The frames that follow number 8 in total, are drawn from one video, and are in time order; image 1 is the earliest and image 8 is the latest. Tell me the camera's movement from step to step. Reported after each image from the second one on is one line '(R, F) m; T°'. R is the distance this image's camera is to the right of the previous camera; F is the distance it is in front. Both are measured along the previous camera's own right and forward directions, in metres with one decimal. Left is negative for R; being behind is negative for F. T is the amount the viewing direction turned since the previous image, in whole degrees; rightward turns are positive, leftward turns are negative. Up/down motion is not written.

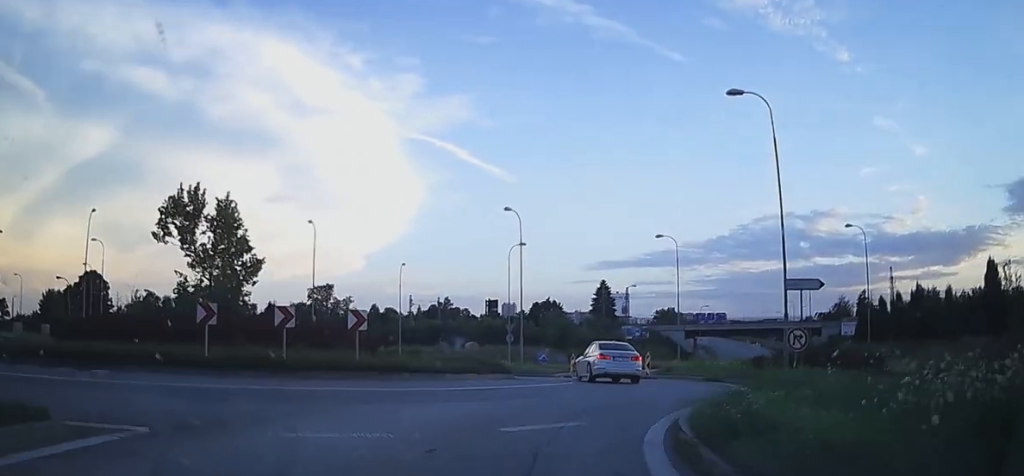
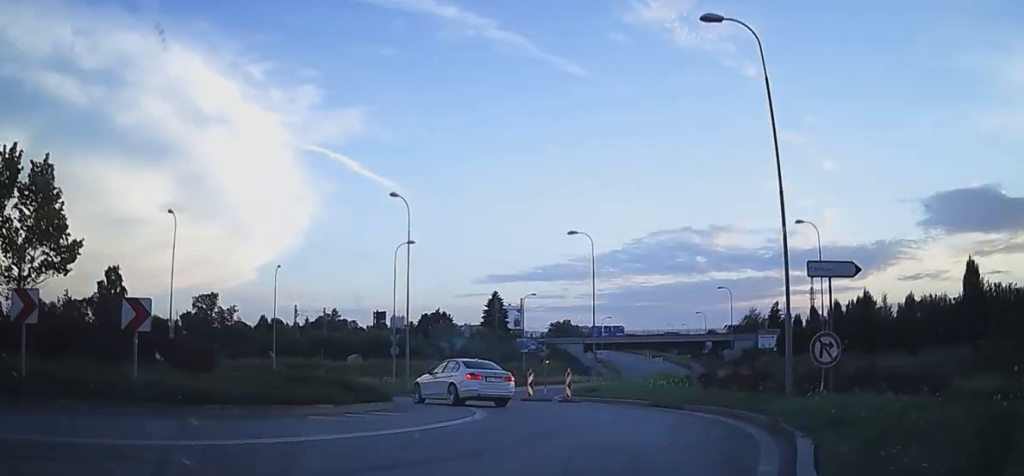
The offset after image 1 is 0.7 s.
(0.0, +9.6) m; +3°
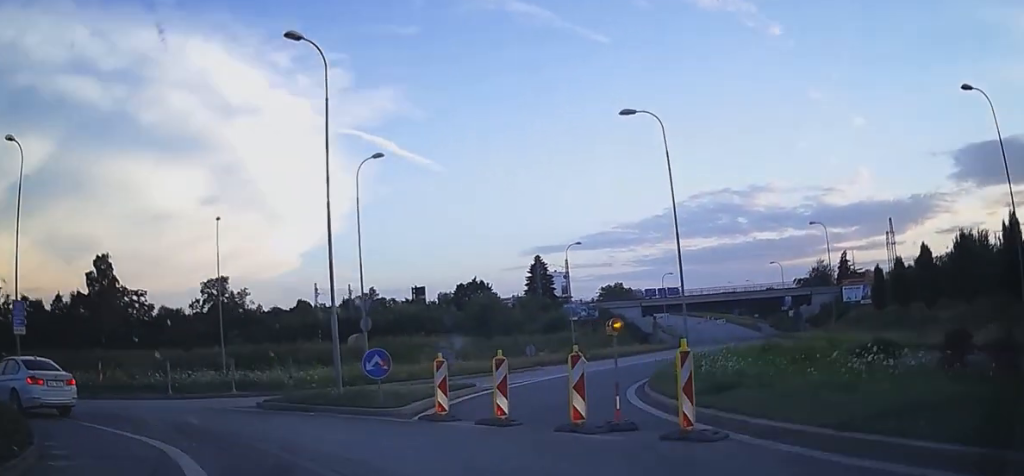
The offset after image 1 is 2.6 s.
(+3.9, +24.4) m; +19°
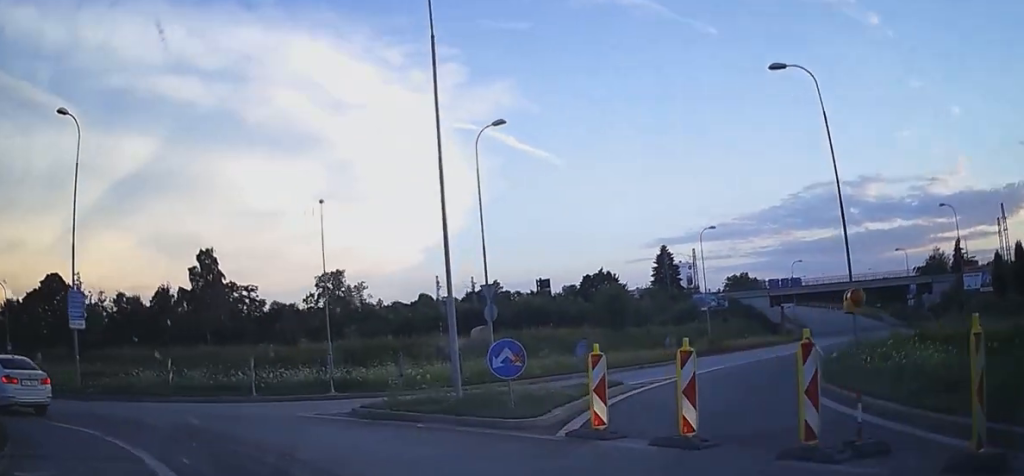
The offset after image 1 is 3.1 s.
(+0.6, +4.6) m; +1°
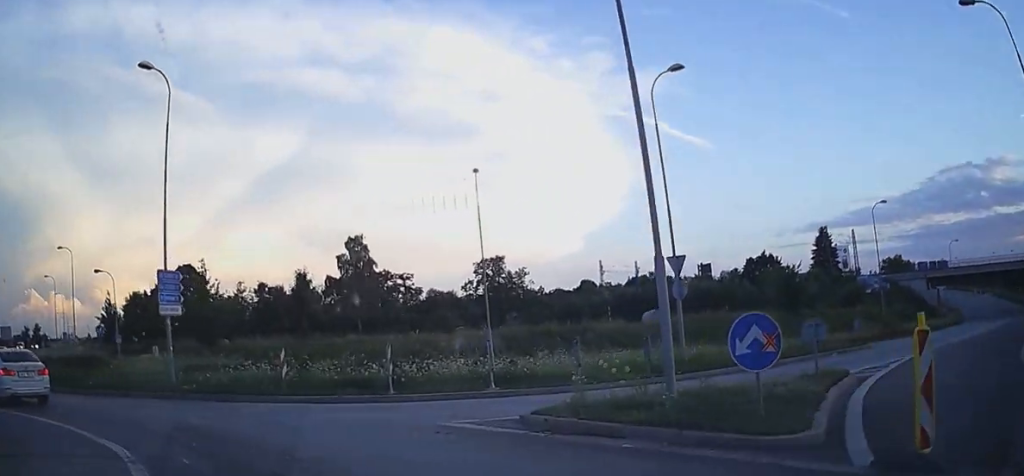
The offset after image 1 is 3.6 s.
(-0.1, +4.5) m; -6°
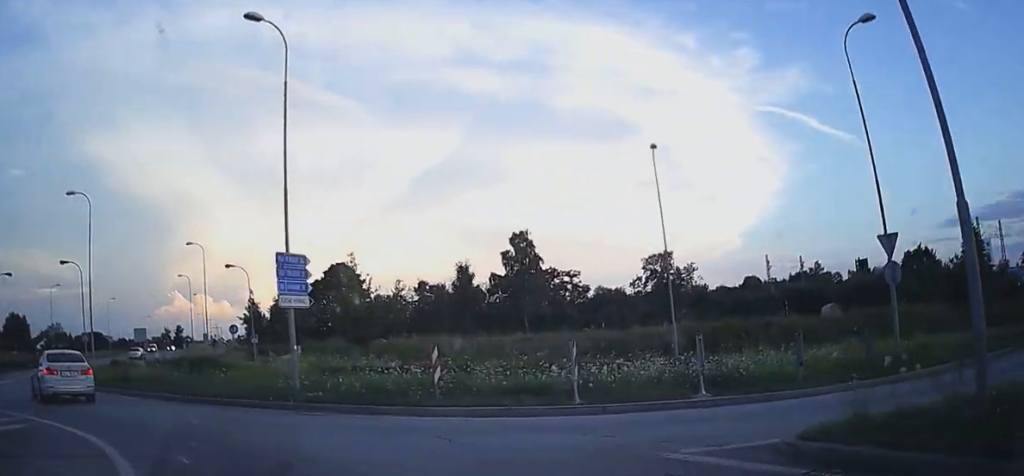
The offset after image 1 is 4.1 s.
(-0.1, +3.7) m; -8°
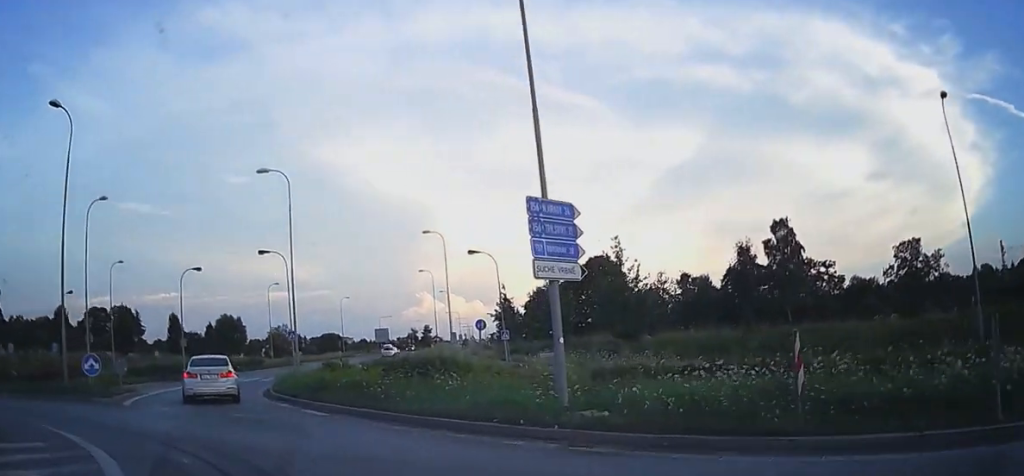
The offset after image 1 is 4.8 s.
(-0.8, +5.1) m; -19°
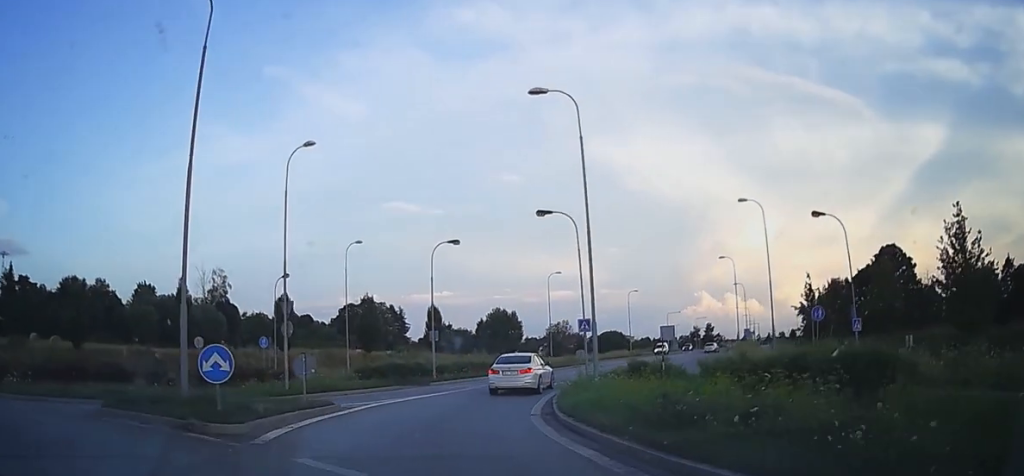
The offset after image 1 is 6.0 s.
(-2.3, +7.0) m; -34°
